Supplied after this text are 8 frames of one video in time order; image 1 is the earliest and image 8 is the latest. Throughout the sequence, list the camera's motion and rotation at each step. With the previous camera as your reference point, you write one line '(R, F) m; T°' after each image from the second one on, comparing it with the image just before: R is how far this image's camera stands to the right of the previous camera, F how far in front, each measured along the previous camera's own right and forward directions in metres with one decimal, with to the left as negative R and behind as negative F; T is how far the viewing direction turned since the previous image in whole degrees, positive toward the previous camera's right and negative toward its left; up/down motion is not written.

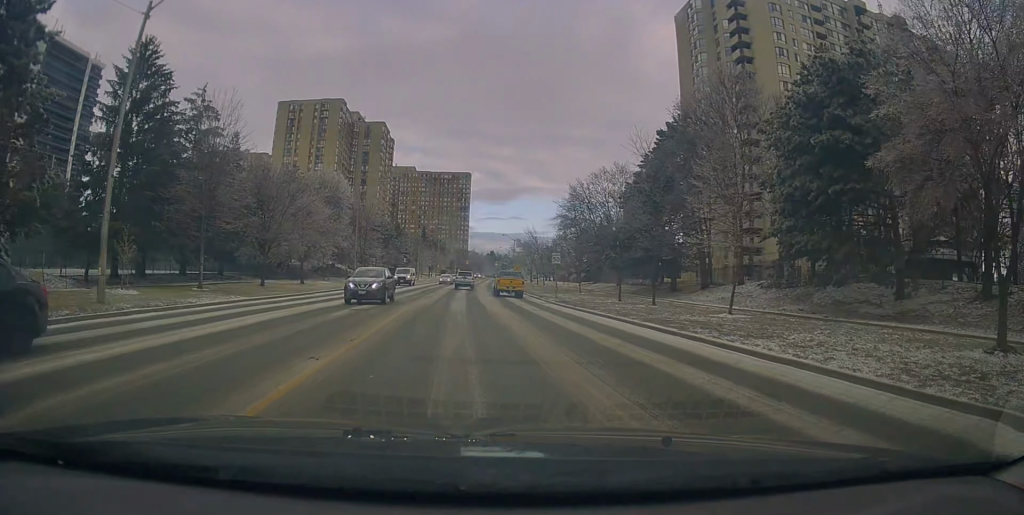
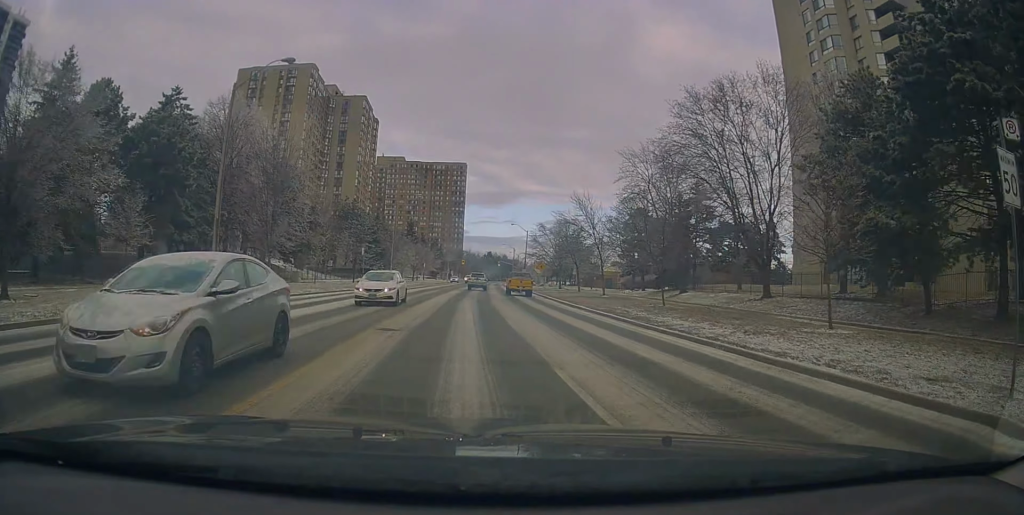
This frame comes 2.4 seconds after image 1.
(+1.0, +35.7) m; +1°
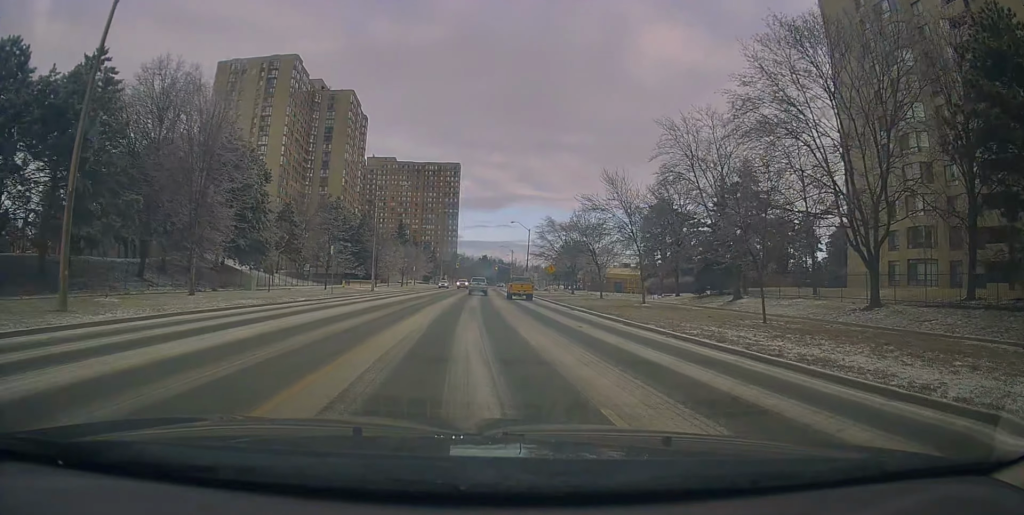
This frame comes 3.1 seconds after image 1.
(0.0, +11.4) m; +1°
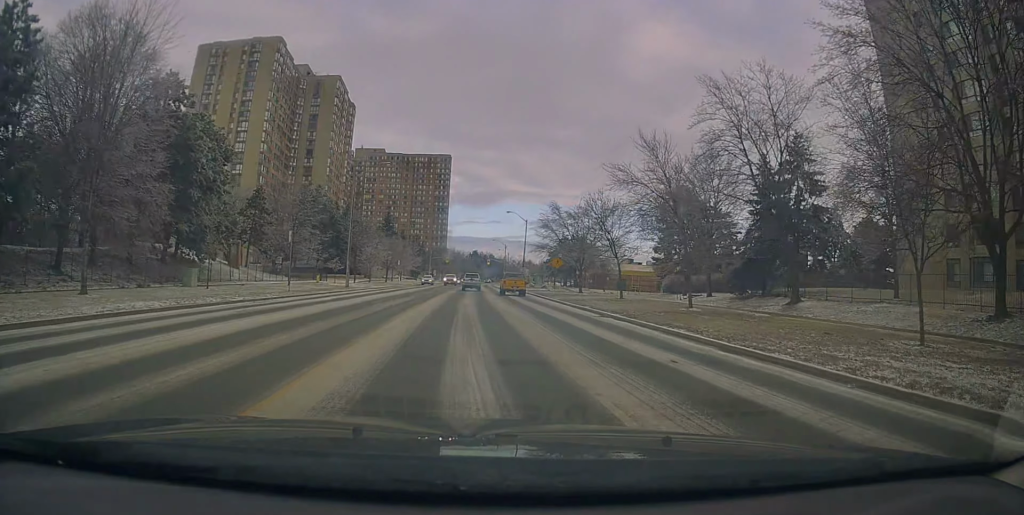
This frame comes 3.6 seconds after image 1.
(+0.1, +8.8) m; +1°
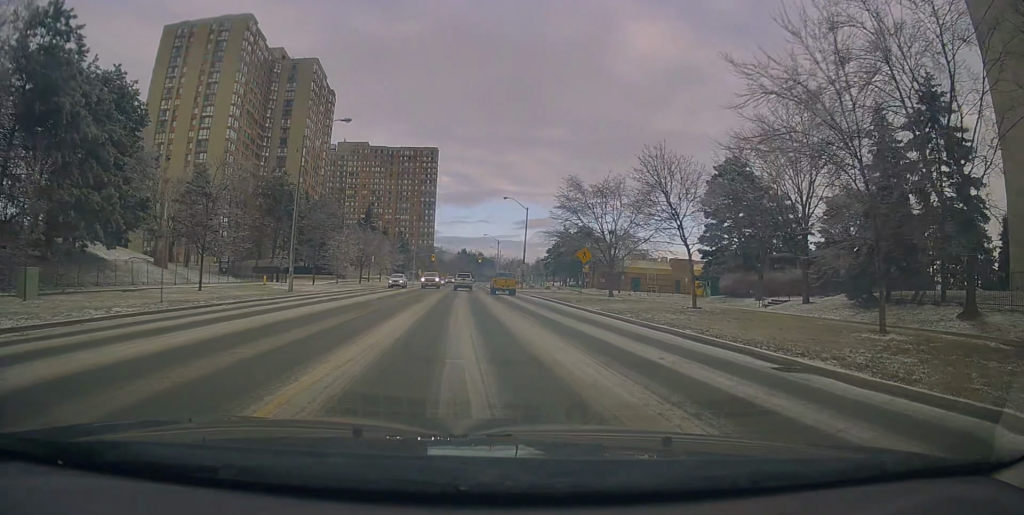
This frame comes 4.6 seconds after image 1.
(+0.2, +14.6) m; 0°
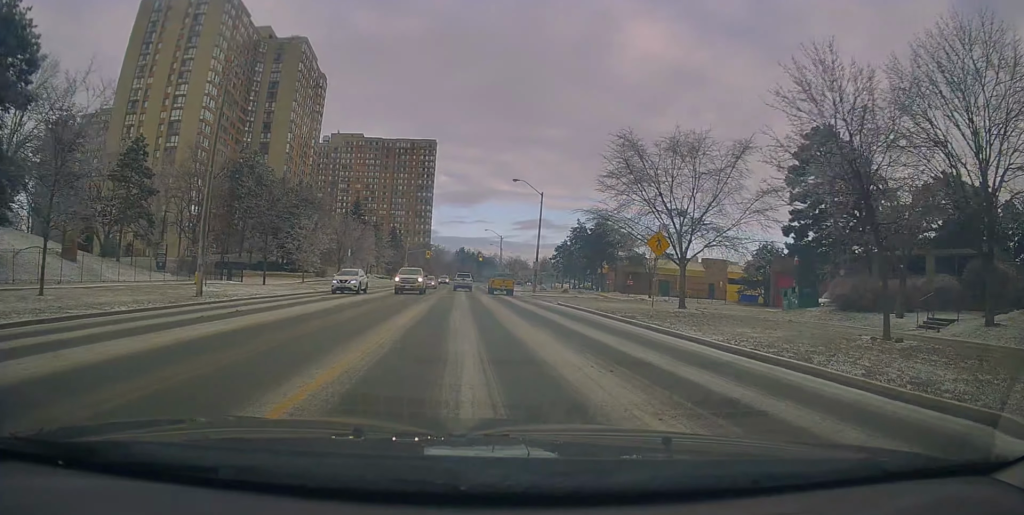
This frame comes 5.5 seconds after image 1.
(-0.1, +13.7) m; +1°
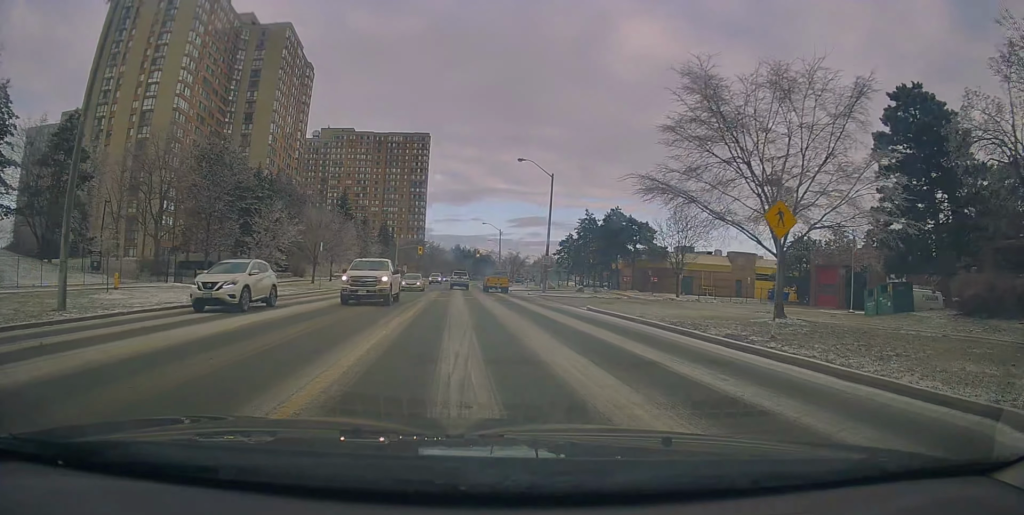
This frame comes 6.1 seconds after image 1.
(-0.2, +9.1) m; +1°
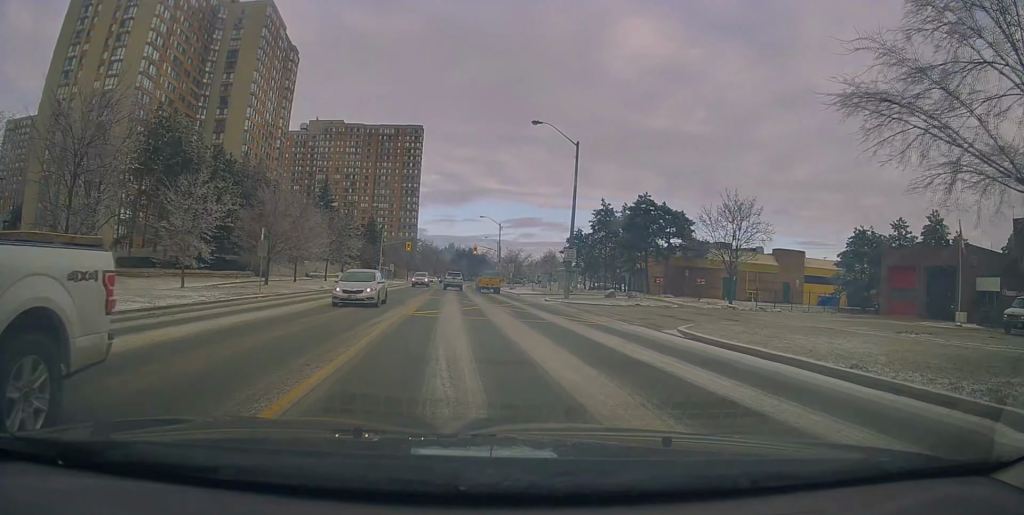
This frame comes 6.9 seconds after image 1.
(+0.7, +12.6) m; +2°
